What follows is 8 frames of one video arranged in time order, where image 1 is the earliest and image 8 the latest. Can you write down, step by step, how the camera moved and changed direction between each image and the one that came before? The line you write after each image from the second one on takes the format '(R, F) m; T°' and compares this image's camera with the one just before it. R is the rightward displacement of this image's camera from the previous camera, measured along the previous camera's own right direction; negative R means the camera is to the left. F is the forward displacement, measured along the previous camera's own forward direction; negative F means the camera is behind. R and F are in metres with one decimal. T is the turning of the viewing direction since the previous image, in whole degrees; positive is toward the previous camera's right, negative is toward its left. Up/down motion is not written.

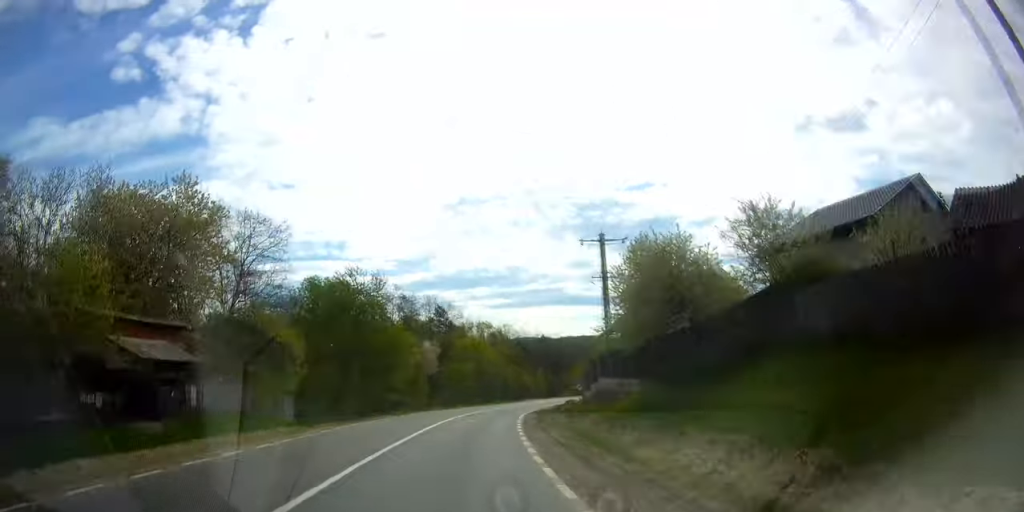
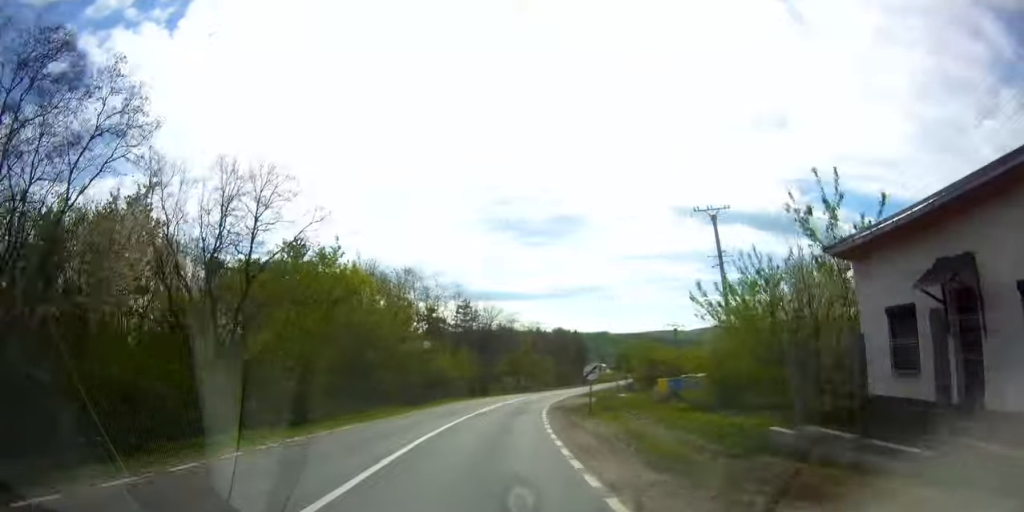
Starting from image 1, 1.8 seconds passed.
(+1.3, +47.4) m; +5°
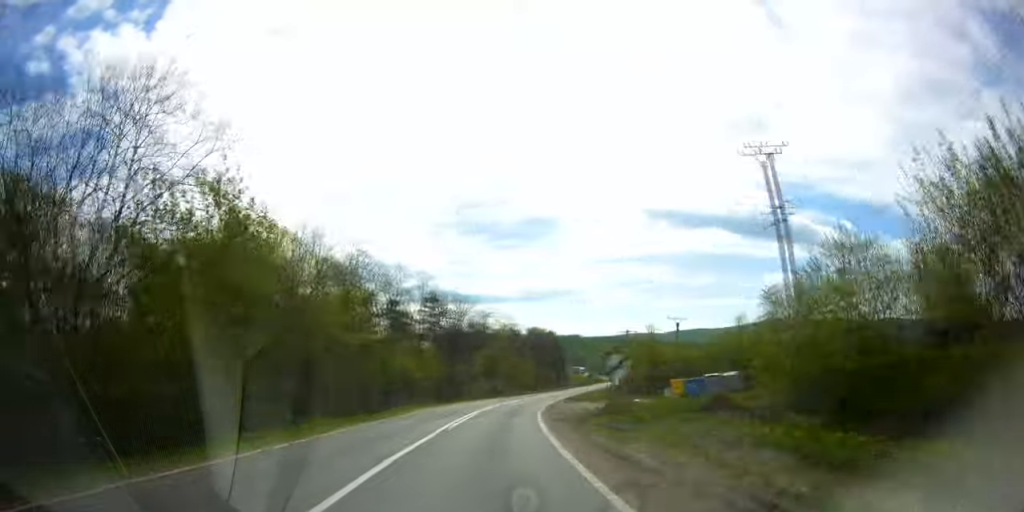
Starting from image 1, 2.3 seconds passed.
(-0.3, +11.3) m; +3°
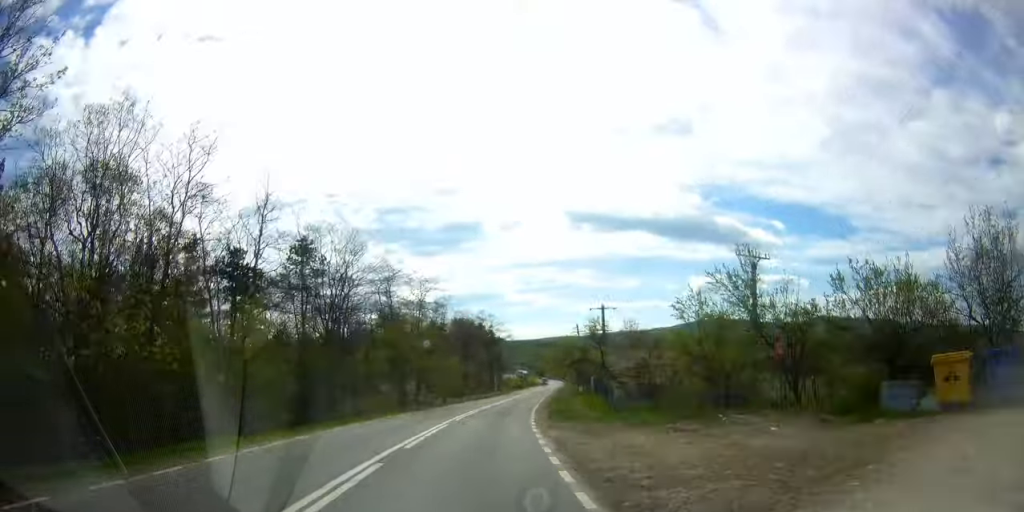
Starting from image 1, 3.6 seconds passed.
(+2.6, +33.4) m; +5°
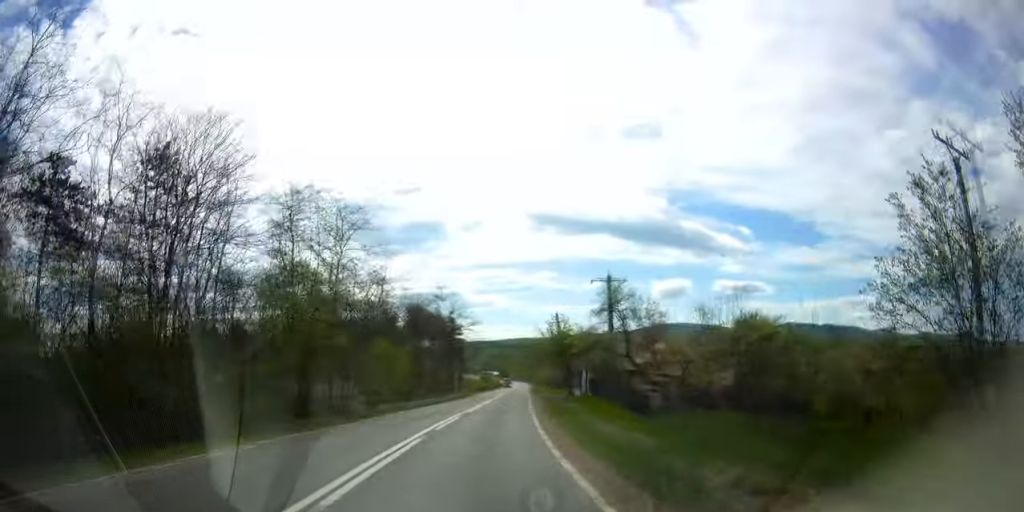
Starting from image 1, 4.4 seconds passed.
(0.0, +20.7) m; 0°
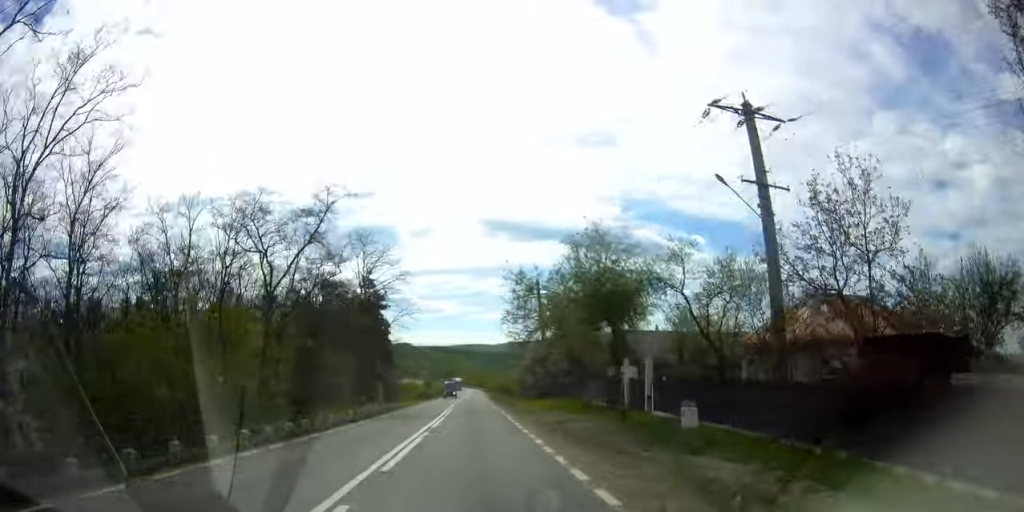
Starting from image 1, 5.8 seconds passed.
(+1.6, +33.1) m; +8°
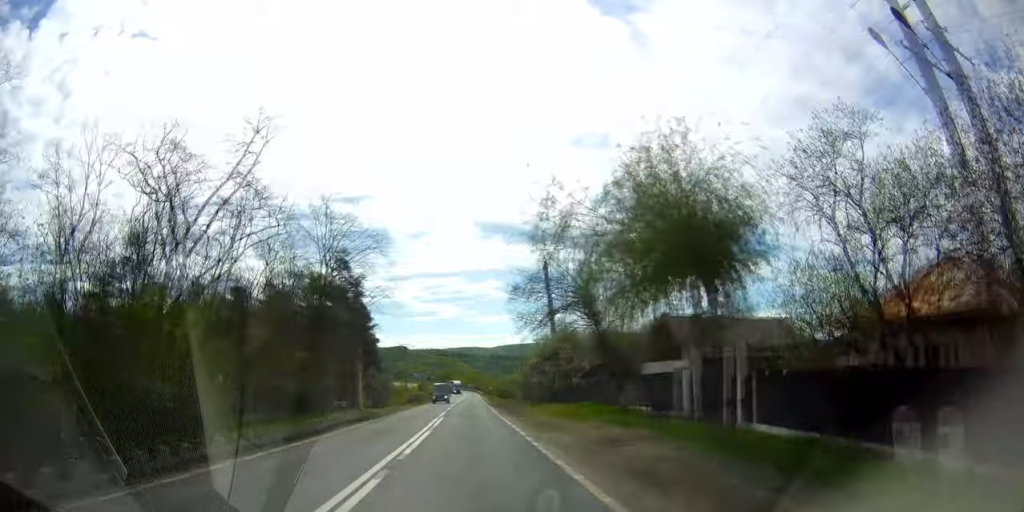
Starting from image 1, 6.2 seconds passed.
(0.0, +9.5) m; +4°
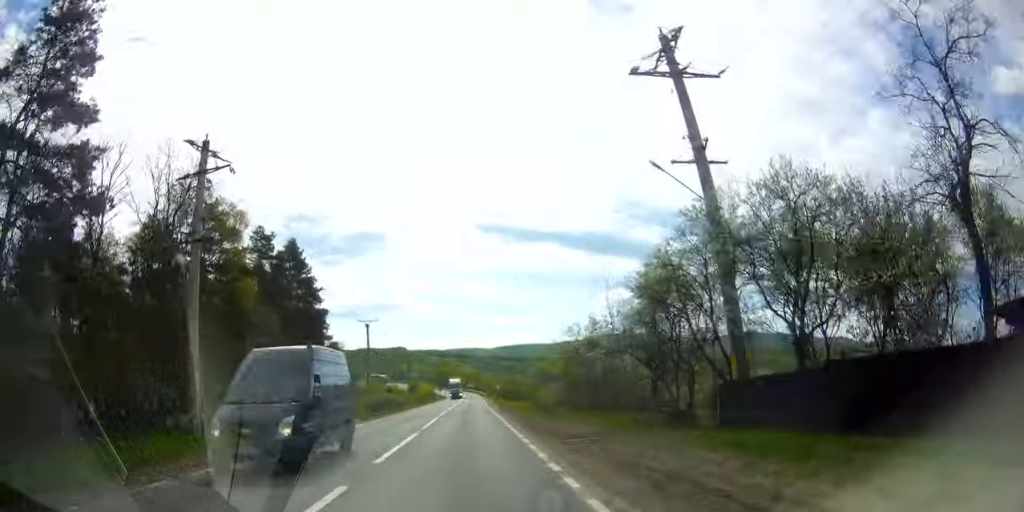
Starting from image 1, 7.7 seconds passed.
(+2.9, +33.7) m; +6°
